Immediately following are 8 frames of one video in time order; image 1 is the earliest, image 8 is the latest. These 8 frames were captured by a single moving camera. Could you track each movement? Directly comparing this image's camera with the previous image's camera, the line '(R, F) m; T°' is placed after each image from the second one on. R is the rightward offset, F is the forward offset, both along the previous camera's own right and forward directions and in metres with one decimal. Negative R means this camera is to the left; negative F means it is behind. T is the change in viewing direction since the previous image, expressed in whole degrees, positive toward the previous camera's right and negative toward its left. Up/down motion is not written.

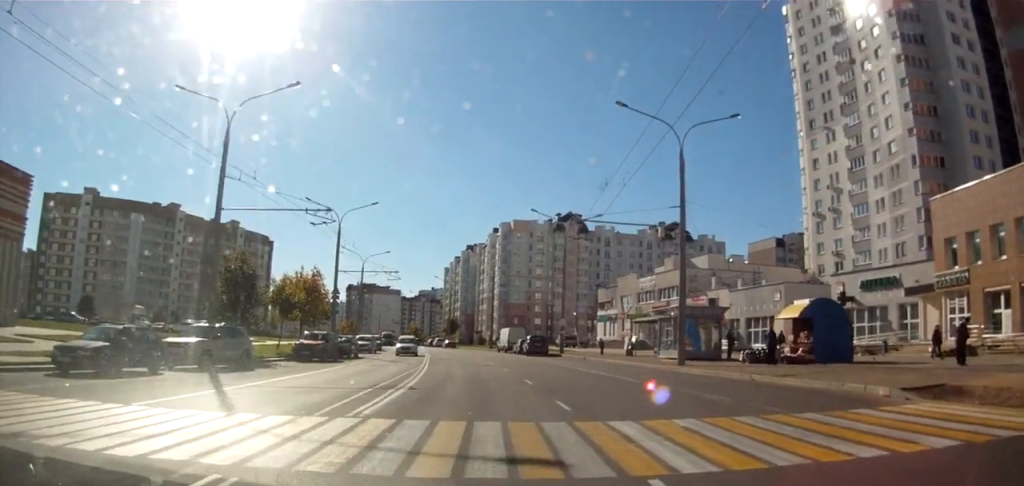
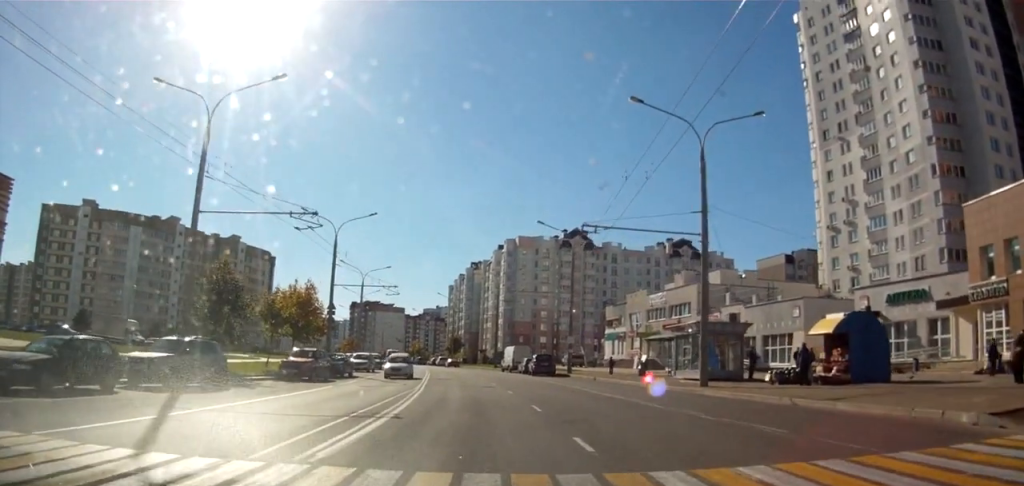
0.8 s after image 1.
(-0.1, +3.7) m; -1°
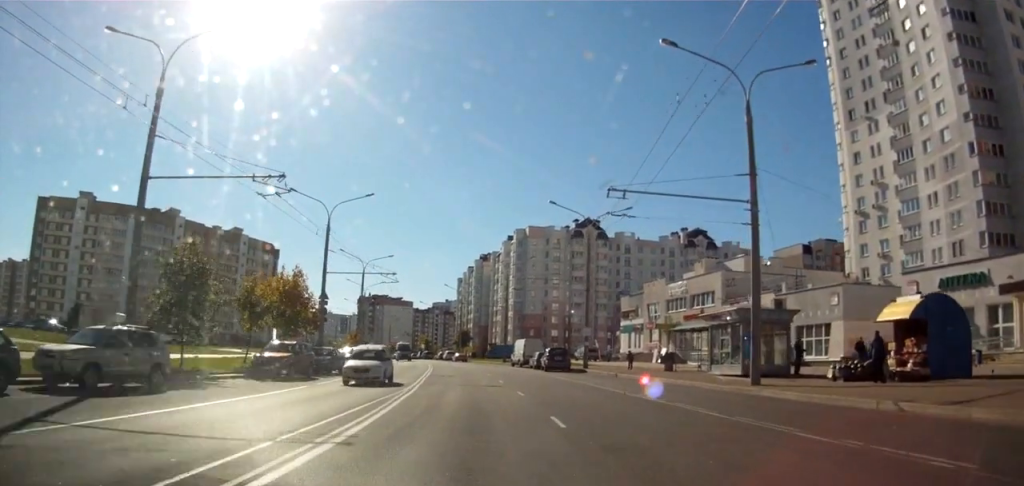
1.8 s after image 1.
(0.0, +4.9) m; 0°
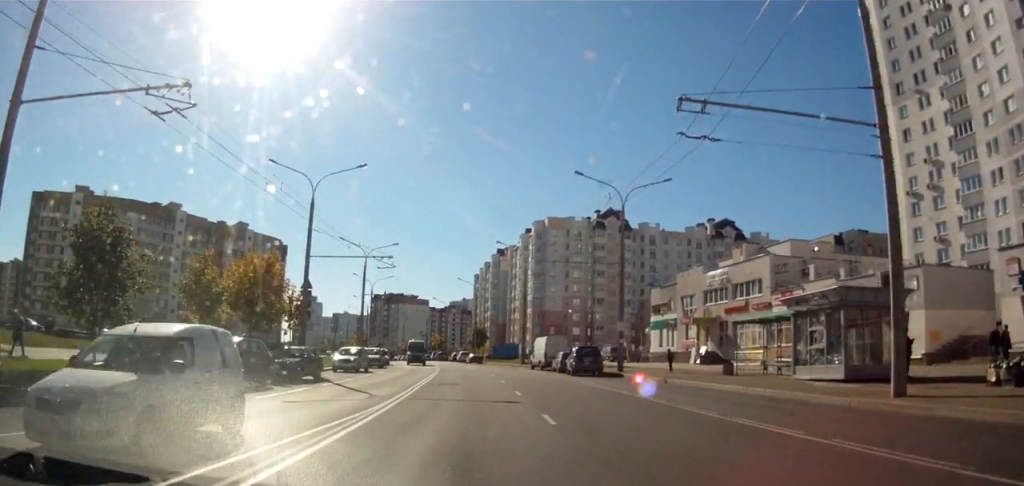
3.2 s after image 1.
(0.0, +7.3) m; -3°
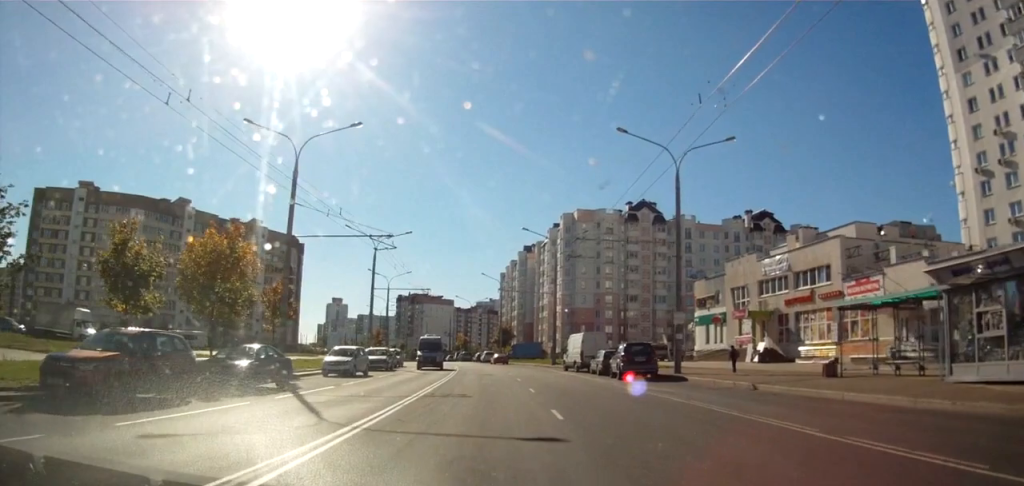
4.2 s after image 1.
(-0.3, +7.6) m; -2°
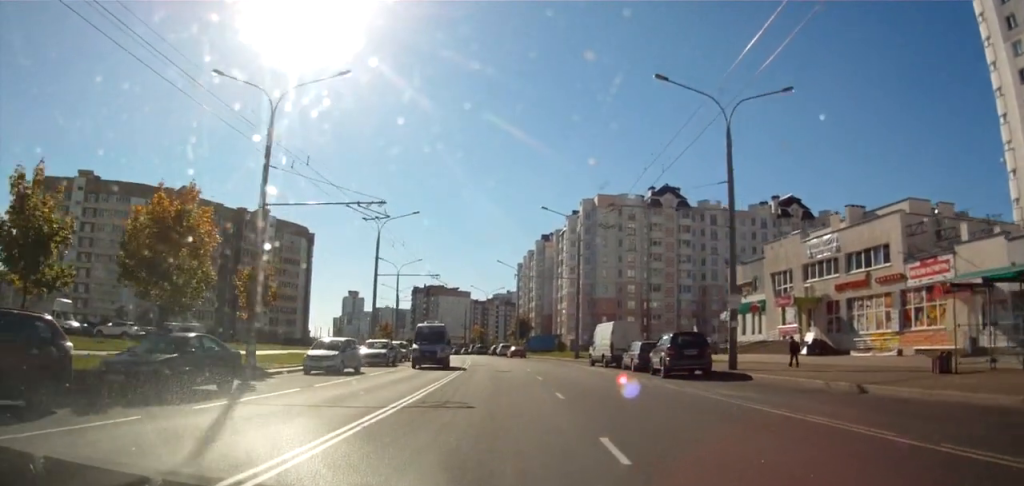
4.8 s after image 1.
(0.0, +4.9) m; 0°
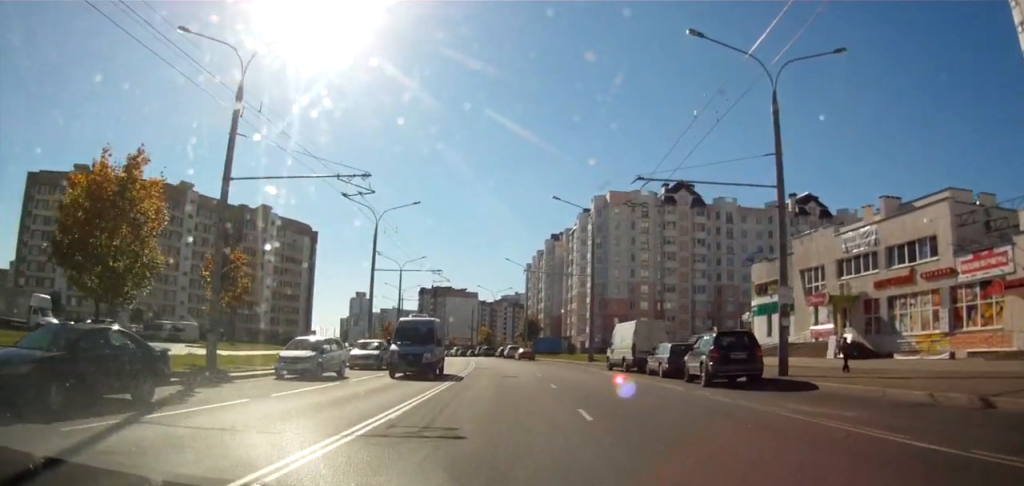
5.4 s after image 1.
(0.0, +3.6) m; 0°
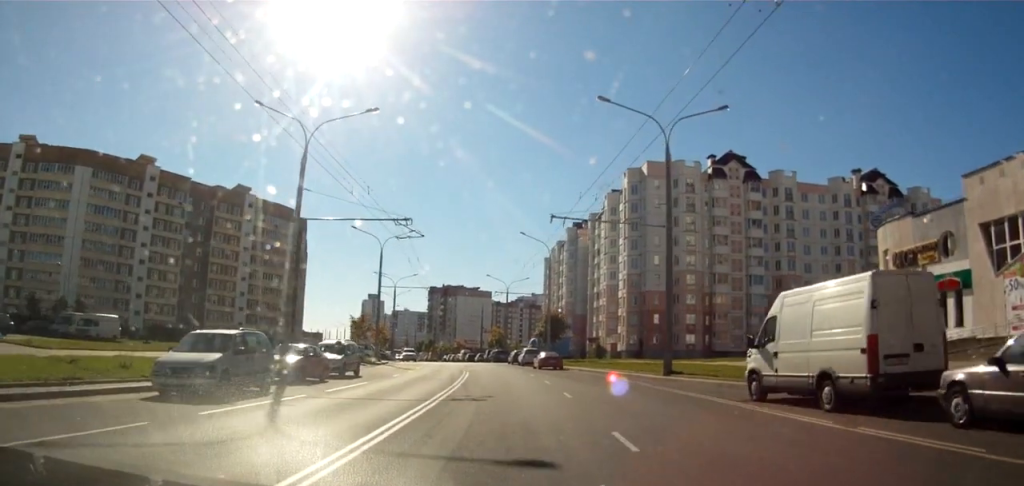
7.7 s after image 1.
(-0.4, +14.8) m; -2°
